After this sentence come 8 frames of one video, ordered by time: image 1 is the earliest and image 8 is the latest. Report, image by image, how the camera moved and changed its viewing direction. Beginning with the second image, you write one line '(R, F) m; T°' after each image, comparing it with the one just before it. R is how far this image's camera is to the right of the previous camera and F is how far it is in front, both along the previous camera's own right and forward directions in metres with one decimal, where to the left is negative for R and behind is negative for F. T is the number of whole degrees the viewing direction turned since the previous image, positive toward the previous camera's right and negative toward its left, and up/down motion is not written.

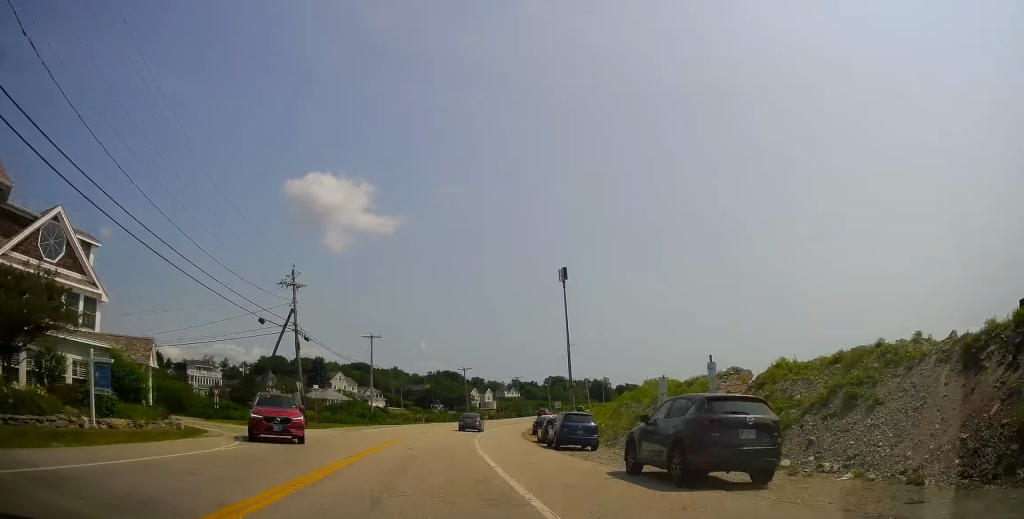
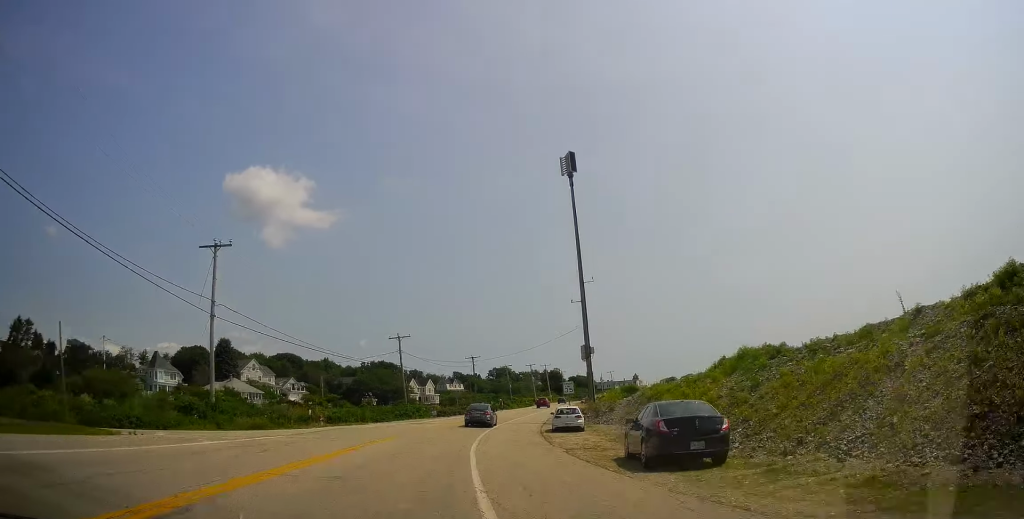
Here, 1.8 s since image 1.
(+0.5, +35.6) m; +5°
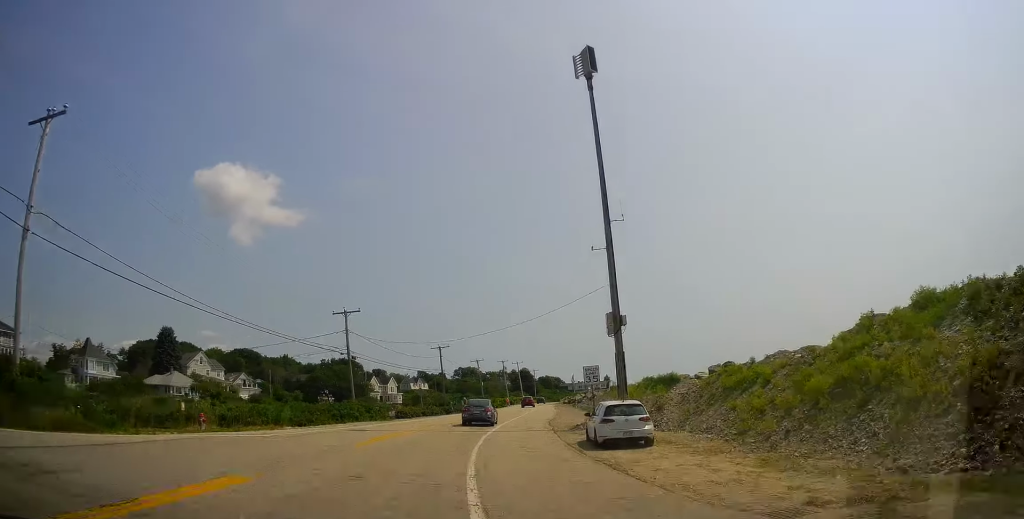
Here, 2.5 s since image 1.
(+0.8, +14.8) m; +4°
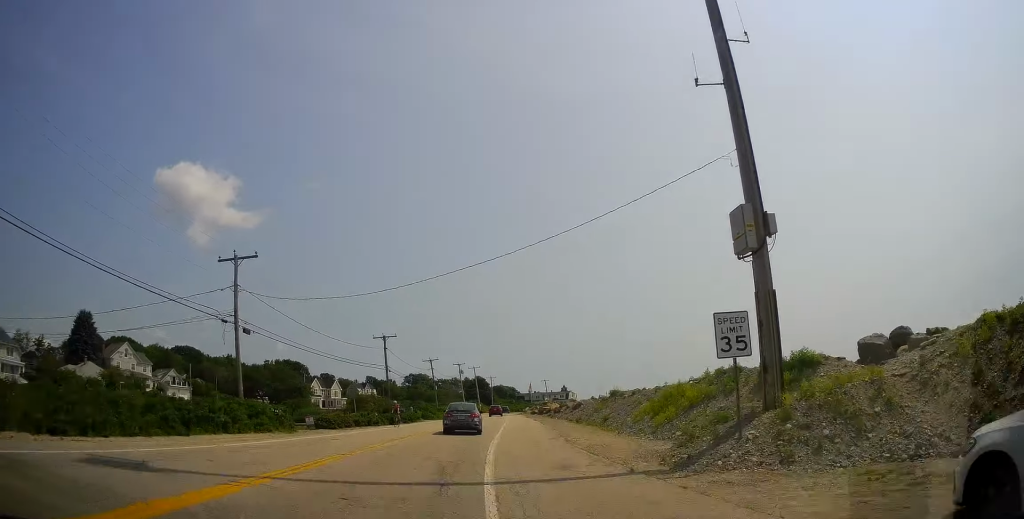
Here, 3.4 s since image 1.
(+0.7, +17.3) m; +4°
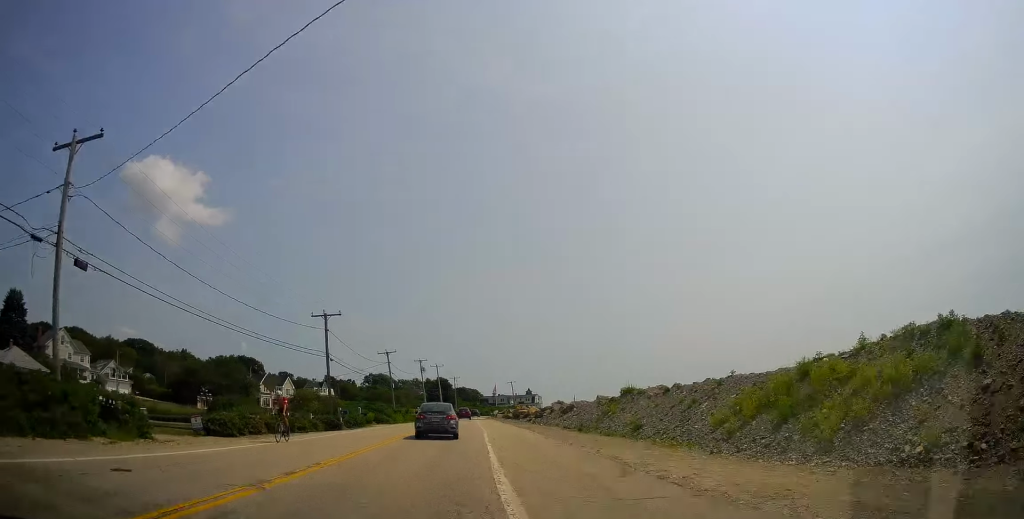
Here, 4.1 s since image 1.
(+0.2, +13.7) m; +3°
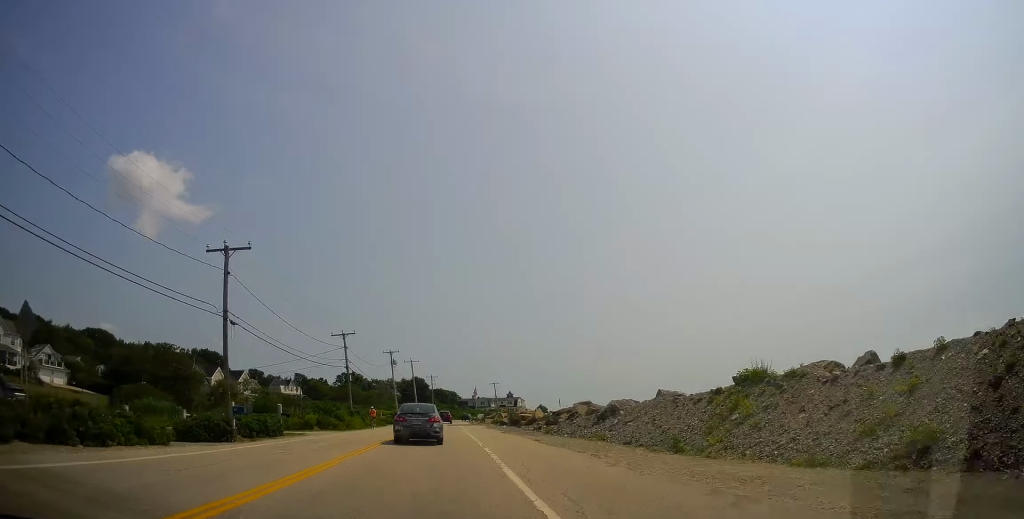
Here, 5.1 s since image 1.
(+0.8, +19.2) m; +2°
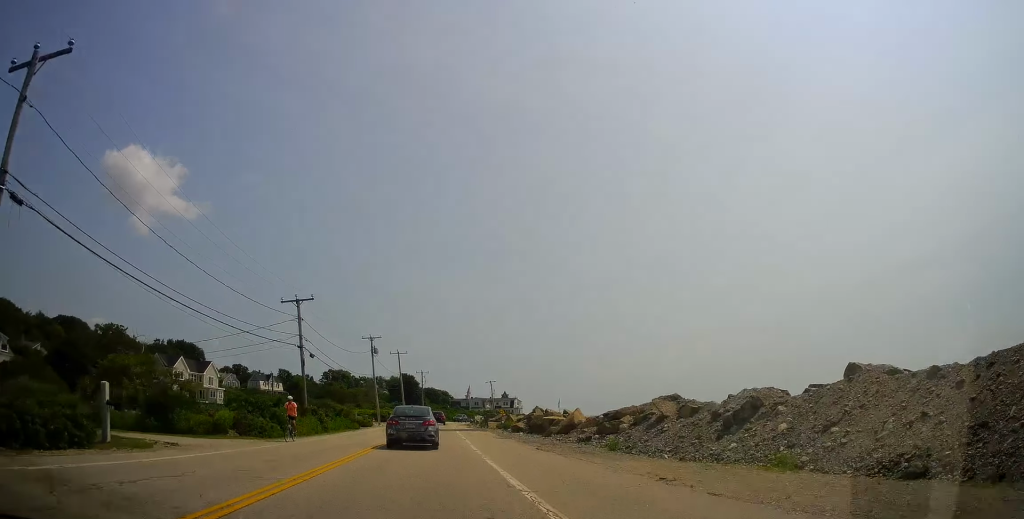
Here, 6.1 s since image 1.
(-0.1, +16.4) m; +1°
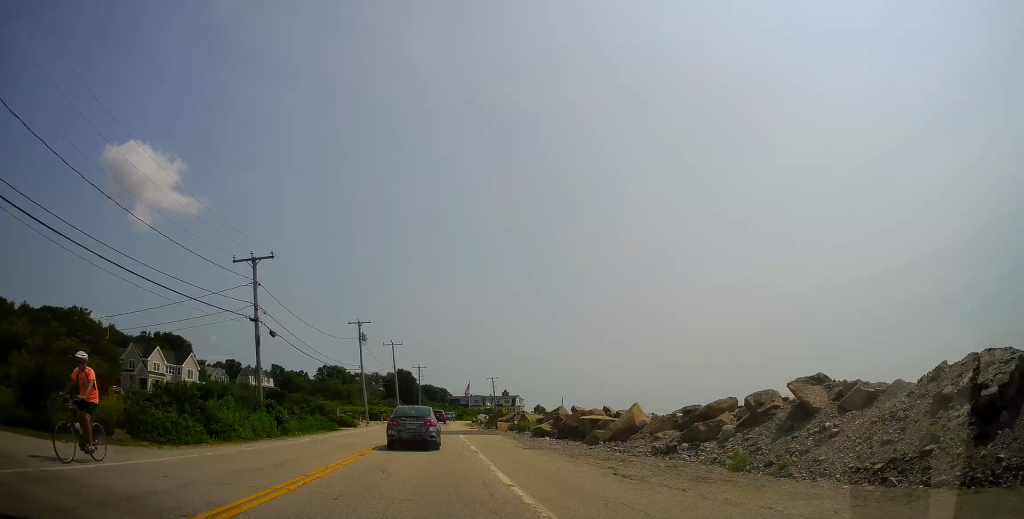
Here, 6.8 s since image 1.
(+0.1, +9.9) m; +1°
